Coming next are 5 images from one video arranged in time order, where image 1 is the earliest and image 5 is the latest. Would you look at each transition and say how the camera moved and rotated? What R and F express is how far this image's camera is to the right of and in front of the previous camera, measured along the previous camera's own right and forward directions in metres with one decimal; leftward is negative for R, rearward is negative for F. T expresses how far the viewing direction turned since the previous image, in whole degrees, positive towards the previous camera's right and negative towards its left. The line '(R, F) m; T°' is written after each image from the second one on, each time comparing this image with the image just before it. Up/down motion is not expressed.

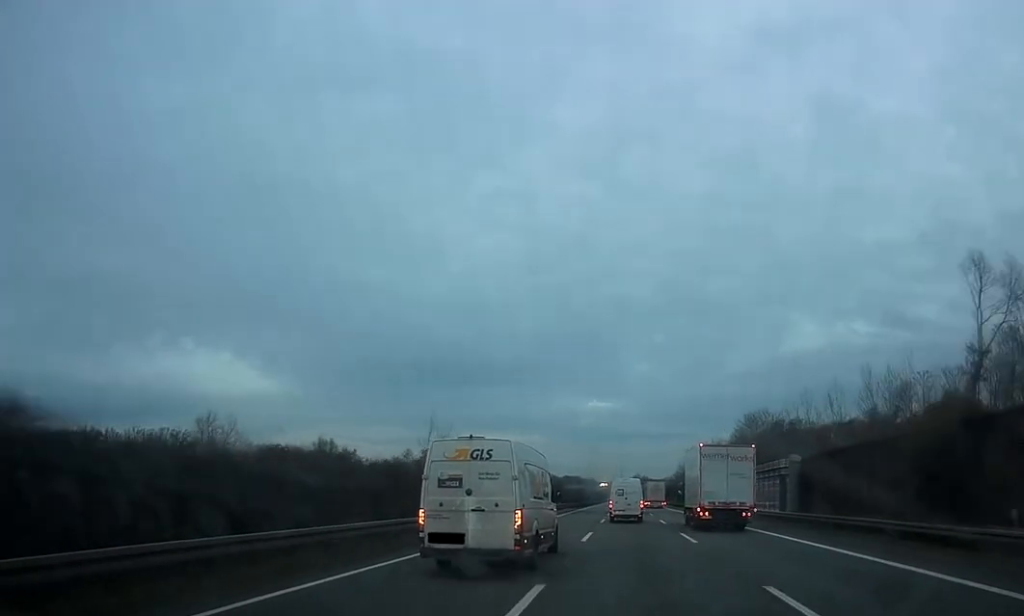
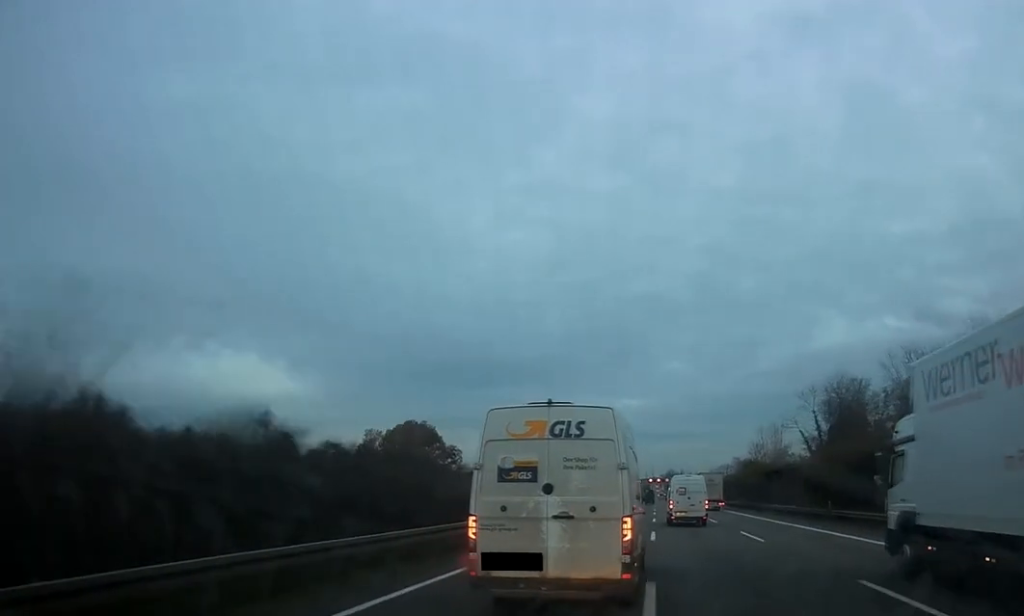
(+0.4, +92.7) m; 0°
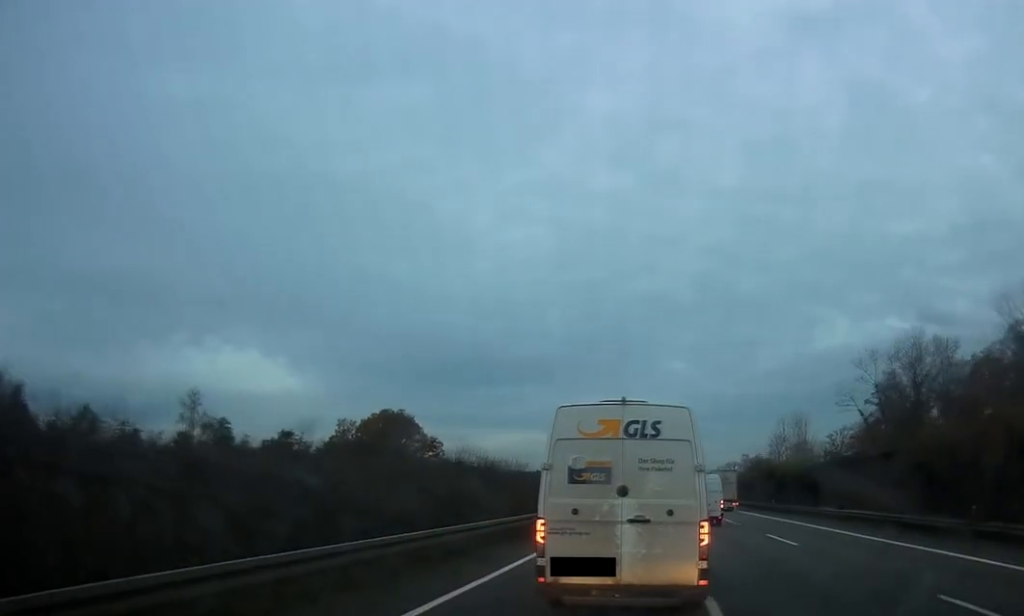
(0.0, +20.7) m; 0°
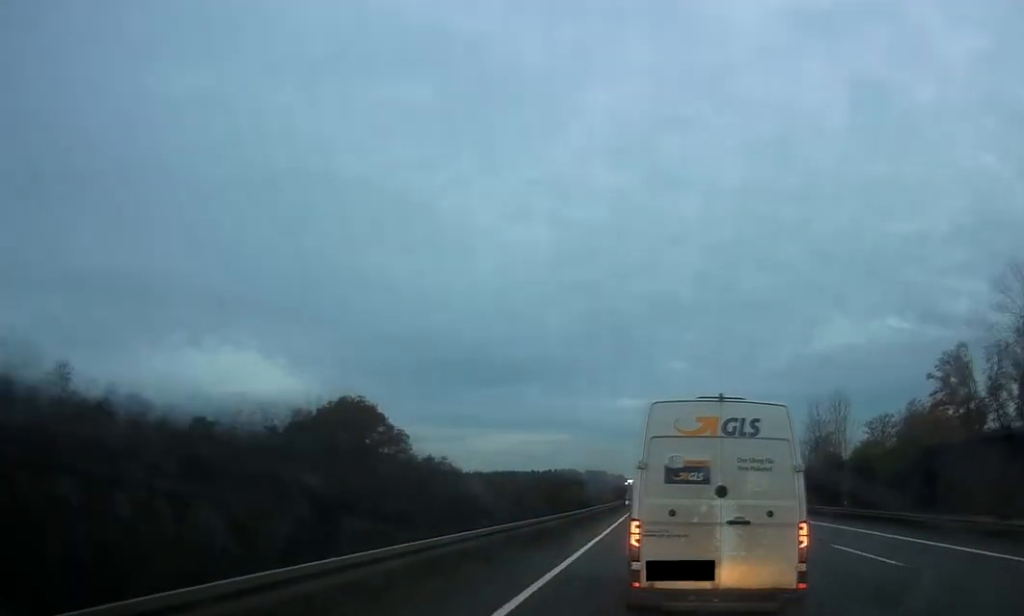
(0.0, +25.5) m; -1°
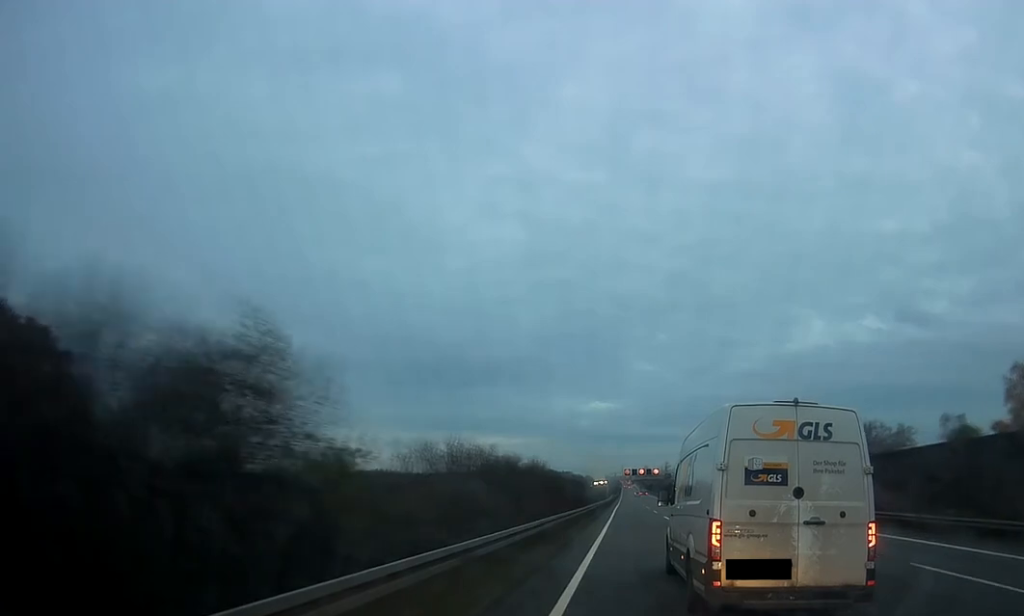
(-1.0, +99.2) m; +1°
